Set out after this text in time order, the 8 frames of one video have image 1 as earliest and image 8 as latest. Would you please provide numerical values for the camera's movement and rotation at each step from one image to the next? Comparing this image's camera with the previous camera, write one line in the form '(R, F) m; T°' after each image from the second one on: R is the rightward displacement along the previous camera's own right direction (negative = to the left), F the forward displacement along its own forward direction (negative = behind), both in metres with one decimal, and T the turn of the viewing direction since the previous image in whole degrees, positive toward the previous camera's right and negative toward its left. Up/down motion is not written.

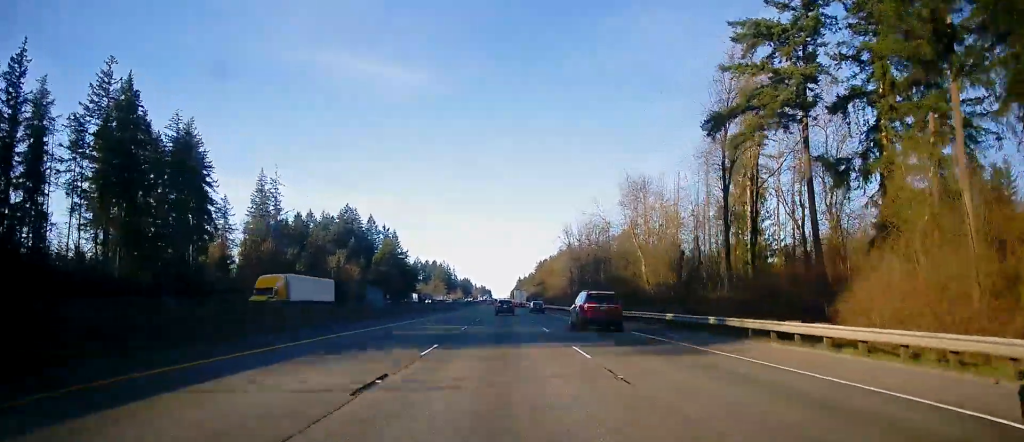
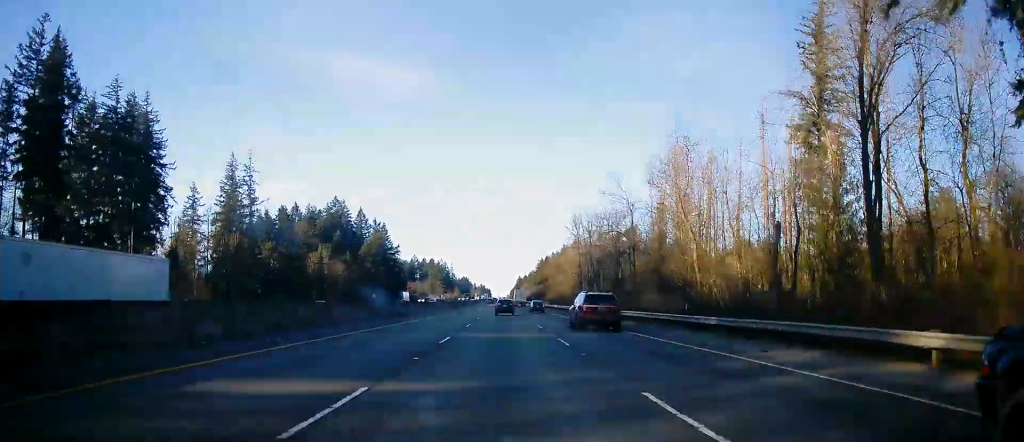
(-0.3, +20.5) m; 0°
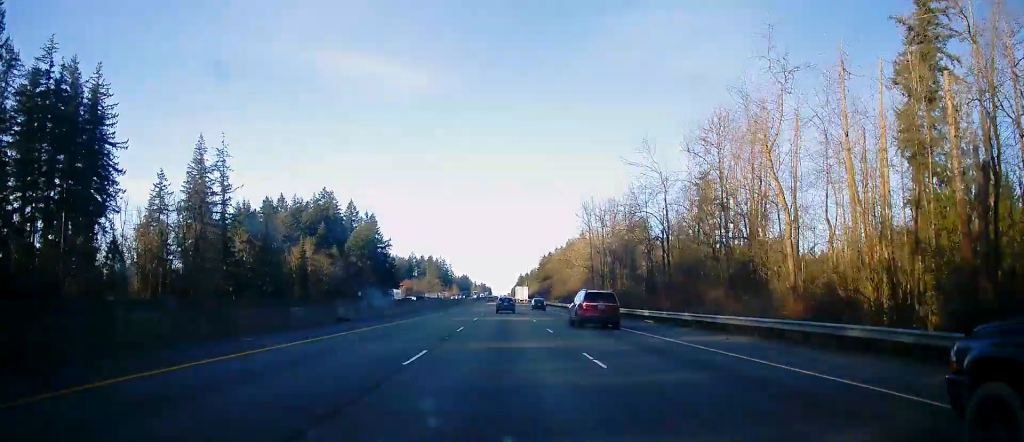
(+0.1, +18.5) m; 0°
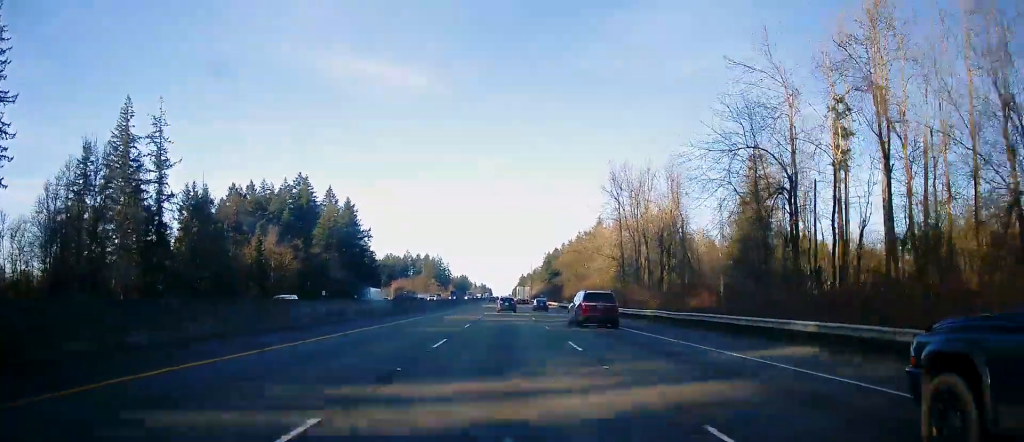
(+0.2, +32.9) m; +1°
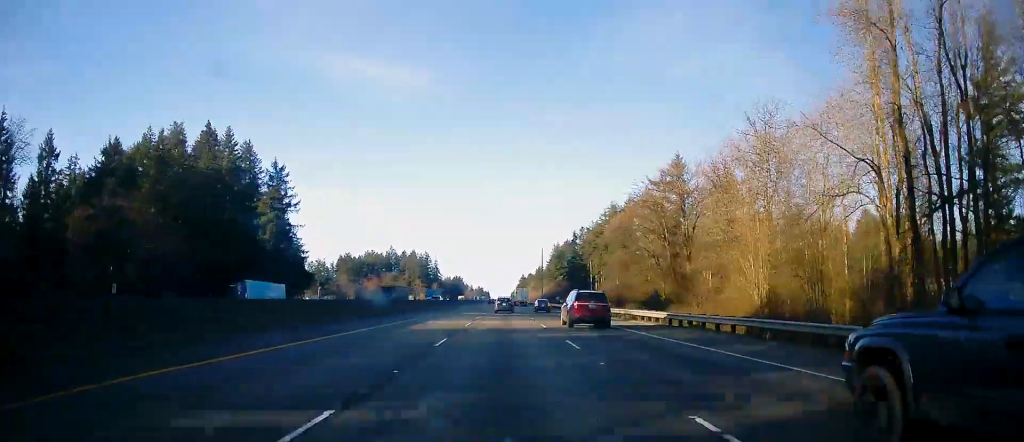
(-0.6, +73.2) m; 0°
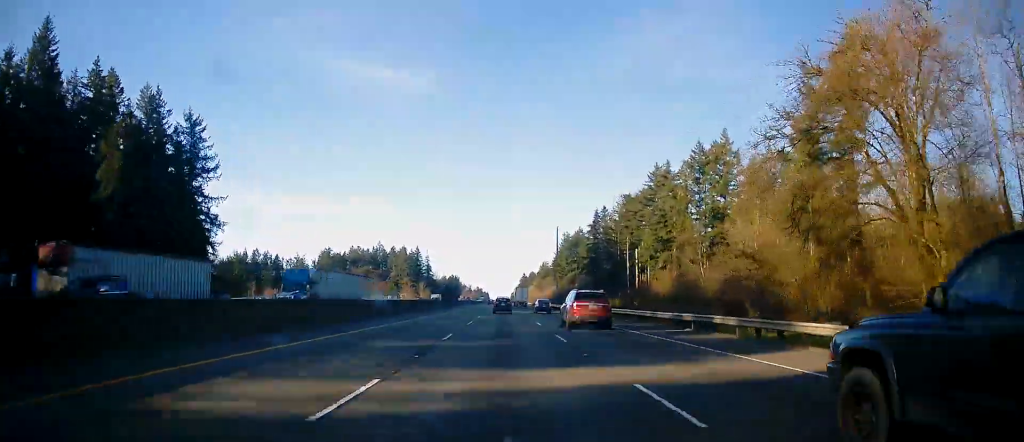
(+0.6, +46.7) m; 0°
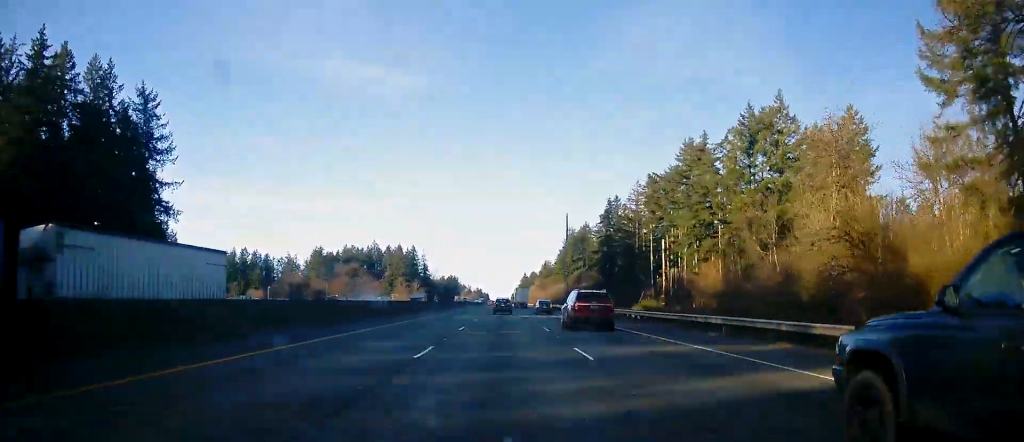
(-0.1, +17.7) m; -1°
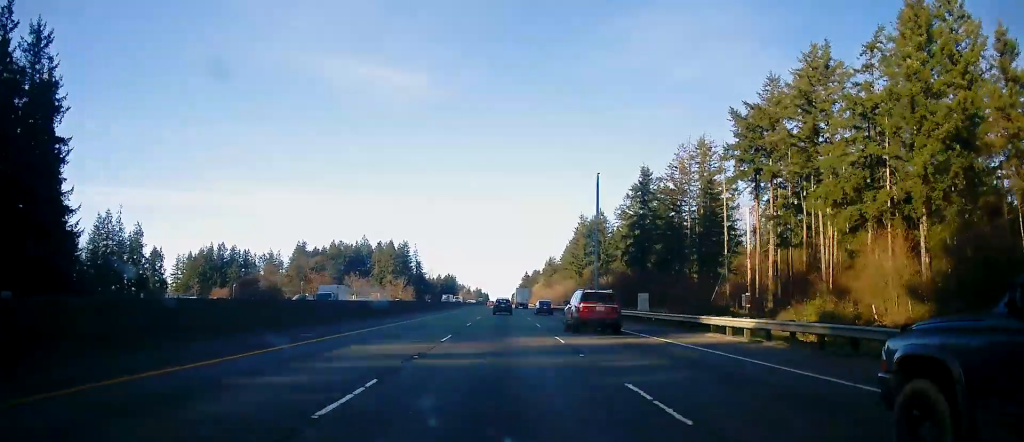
(-0.2, +31.0) m; 0°
